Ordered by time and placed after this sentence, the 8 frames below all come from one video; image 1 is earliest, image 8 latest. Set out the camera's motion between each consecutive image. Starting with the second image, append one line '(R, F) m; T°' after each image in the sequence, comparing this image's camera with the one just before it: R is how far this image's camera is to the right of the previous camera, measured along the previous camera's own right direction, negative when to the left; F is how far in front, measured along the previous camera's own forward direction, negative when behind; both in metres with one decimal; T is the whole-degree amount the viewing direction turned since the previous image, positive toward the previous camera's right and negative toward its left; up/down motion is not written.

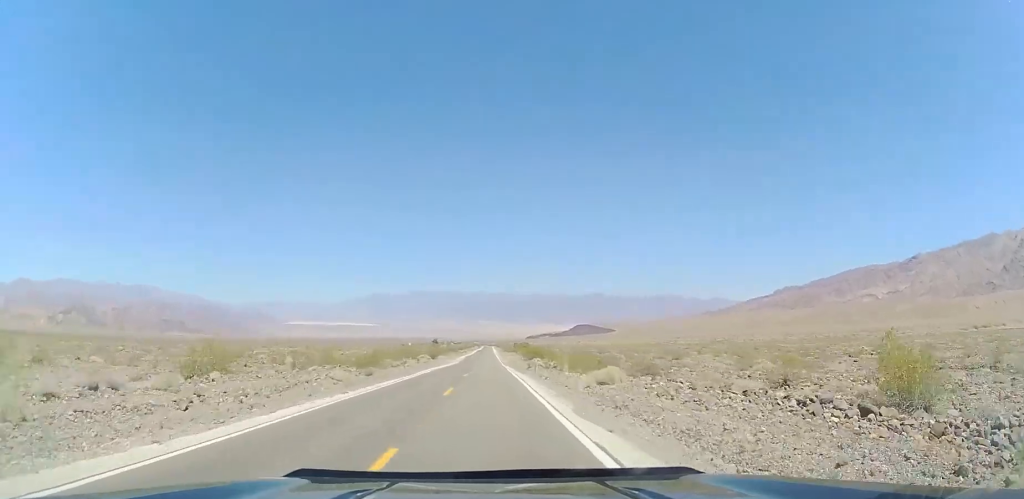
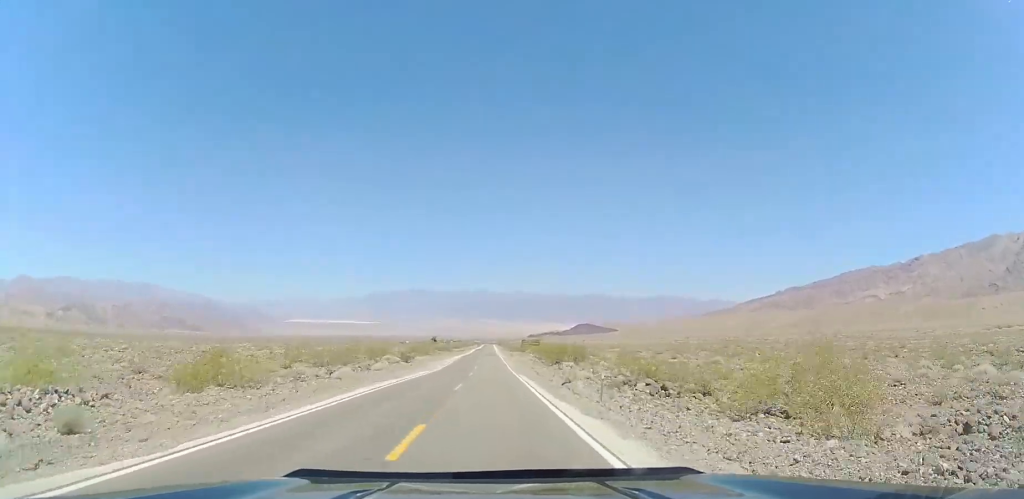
(-0.4, +26.5) m; -1°
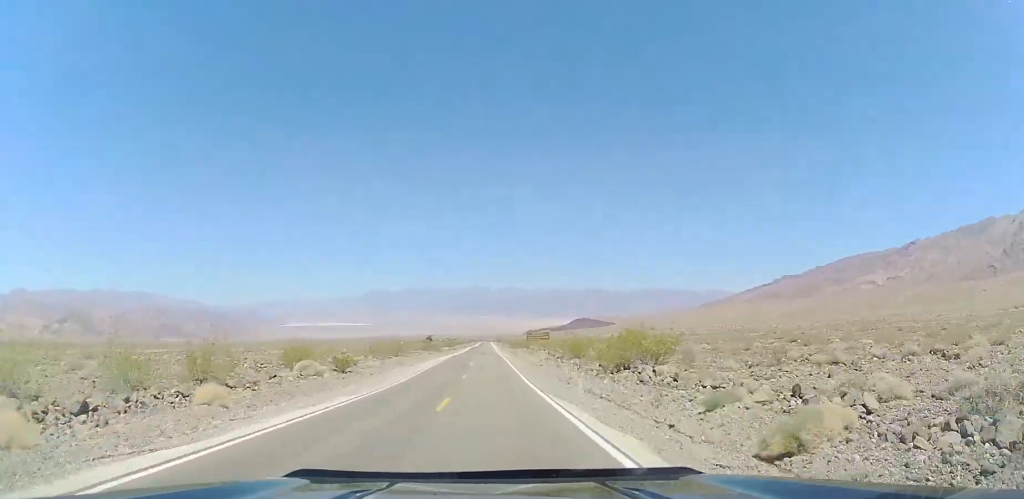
(0.0, +22.8) m; -1°
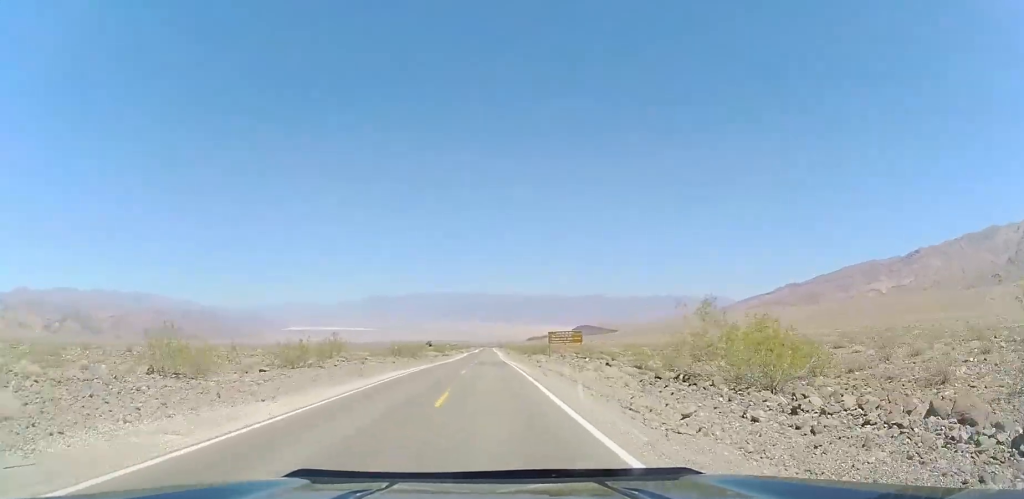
(-0.4, +30.7) m; 0°
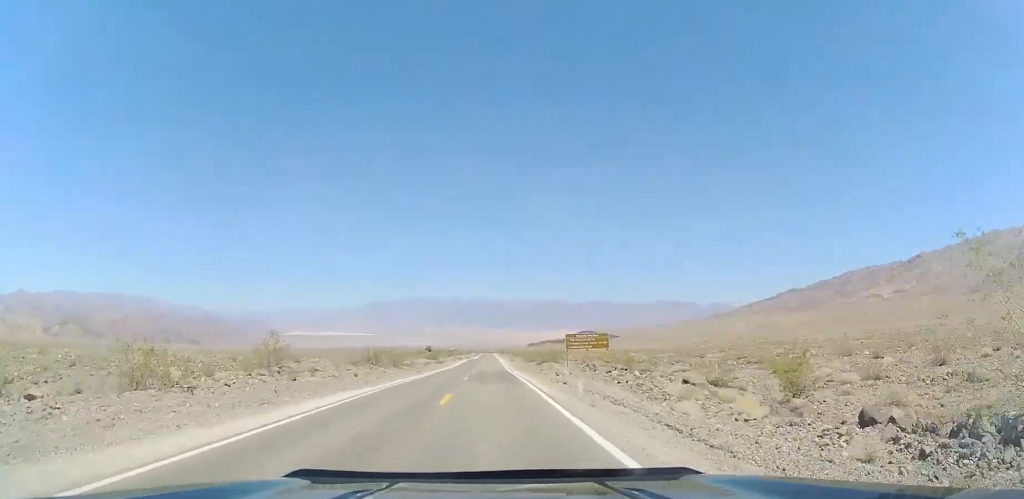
(+0.2, +13.2) m; +1°
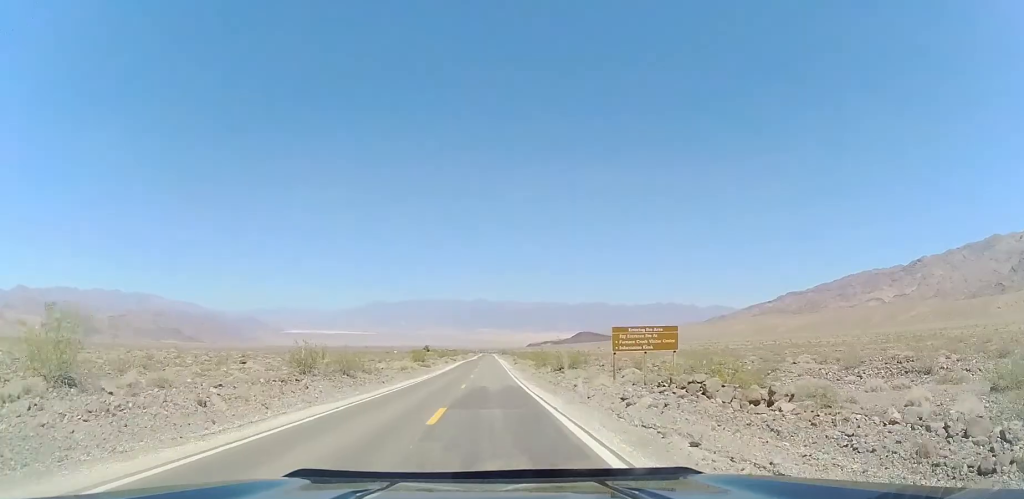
(+0.3, +18.3) m; +1°
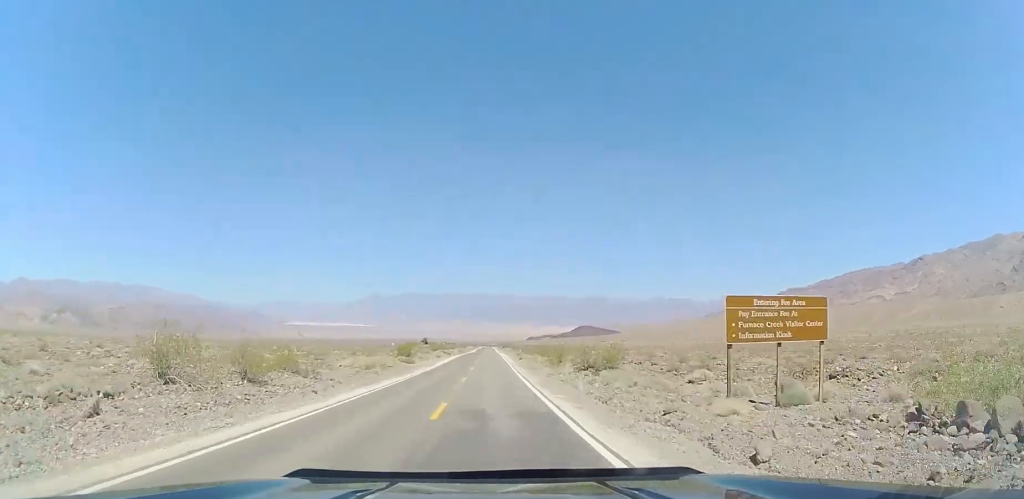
(0.0, +14.6) m; -1°
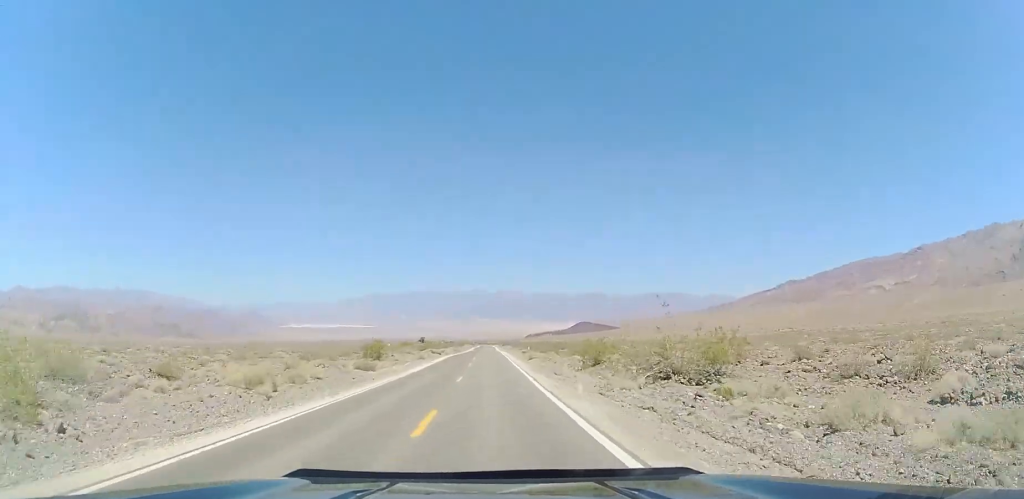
(-0.1, +17.8) m; 0°
